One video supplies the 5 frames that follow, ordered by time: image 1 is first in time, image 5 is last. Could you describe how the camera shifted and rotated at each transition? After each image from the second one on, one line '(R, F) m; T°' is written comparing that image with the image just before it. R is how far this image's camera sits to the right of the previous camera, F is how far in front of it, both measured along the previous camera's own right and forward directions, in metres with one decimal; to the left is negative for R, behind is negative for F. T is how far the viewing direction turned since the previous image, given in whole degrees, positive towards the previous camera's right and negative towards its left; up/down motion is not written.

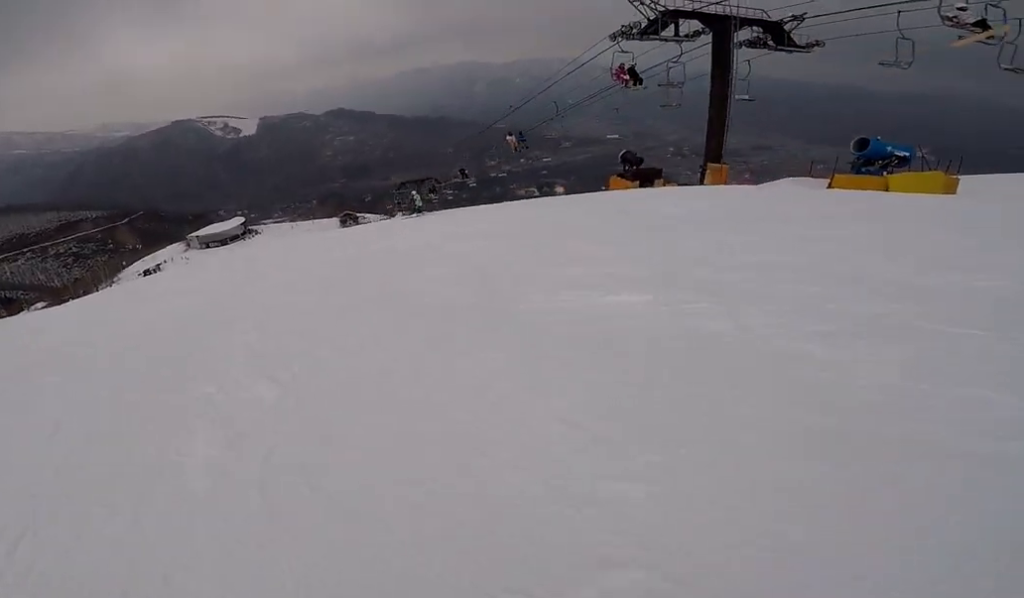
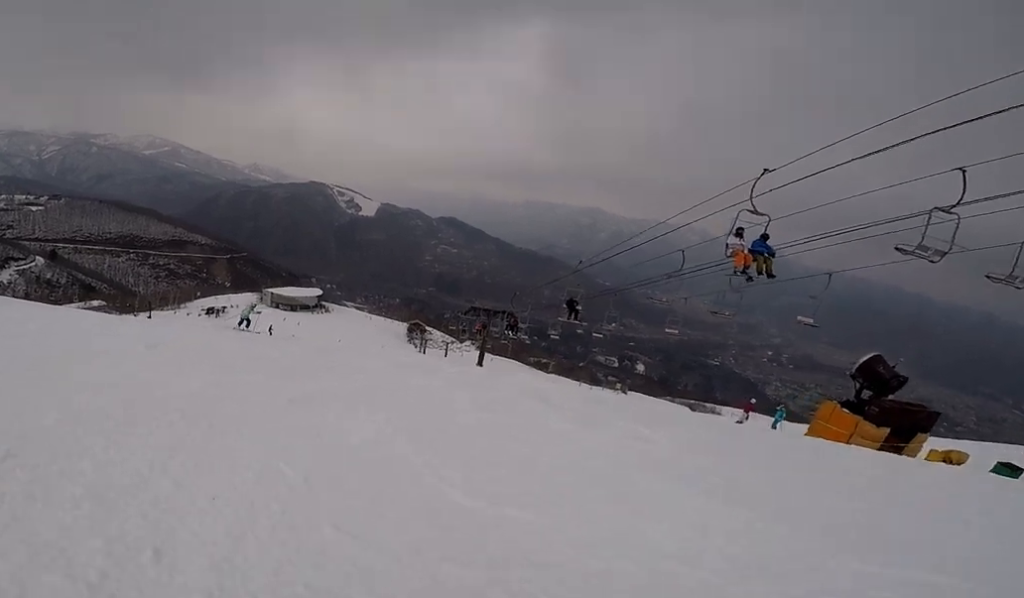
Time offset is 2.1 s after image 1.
(+3.1, +12.4) m; -4°
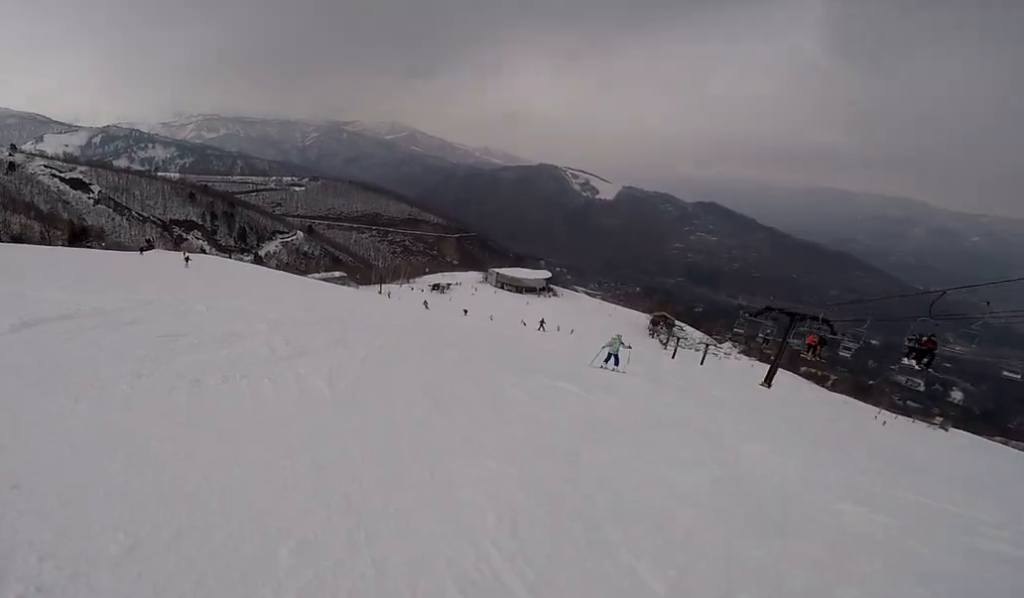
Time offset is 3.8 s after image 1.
(-3.9, +7.5) m; -42°
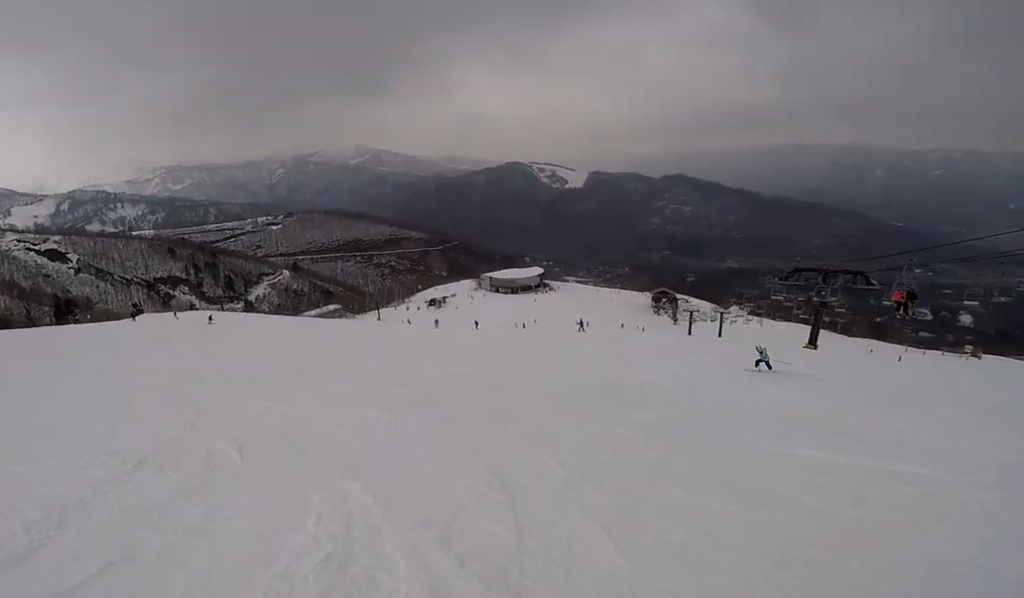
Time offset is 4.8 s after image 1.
(0.0, +5.0) m; +3°
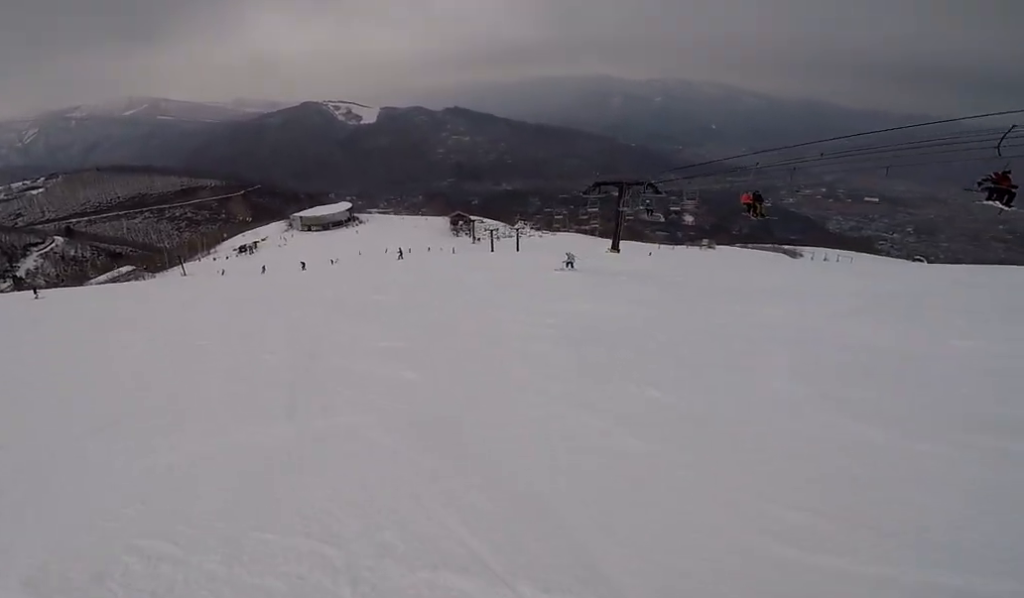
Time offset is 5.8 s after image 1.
(+0.5, +4.8) m; +32°
